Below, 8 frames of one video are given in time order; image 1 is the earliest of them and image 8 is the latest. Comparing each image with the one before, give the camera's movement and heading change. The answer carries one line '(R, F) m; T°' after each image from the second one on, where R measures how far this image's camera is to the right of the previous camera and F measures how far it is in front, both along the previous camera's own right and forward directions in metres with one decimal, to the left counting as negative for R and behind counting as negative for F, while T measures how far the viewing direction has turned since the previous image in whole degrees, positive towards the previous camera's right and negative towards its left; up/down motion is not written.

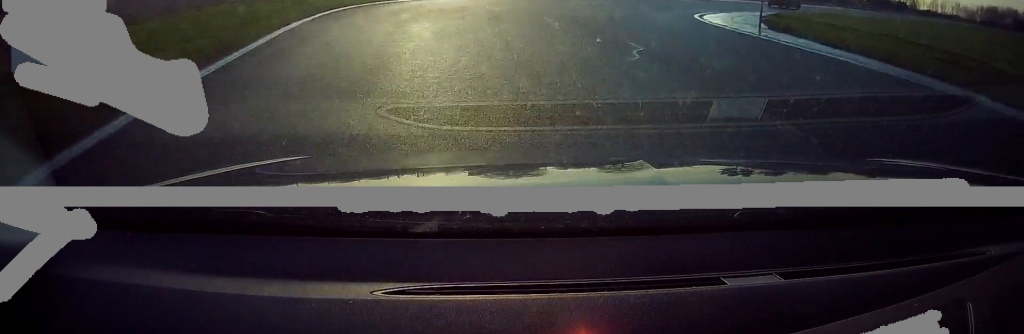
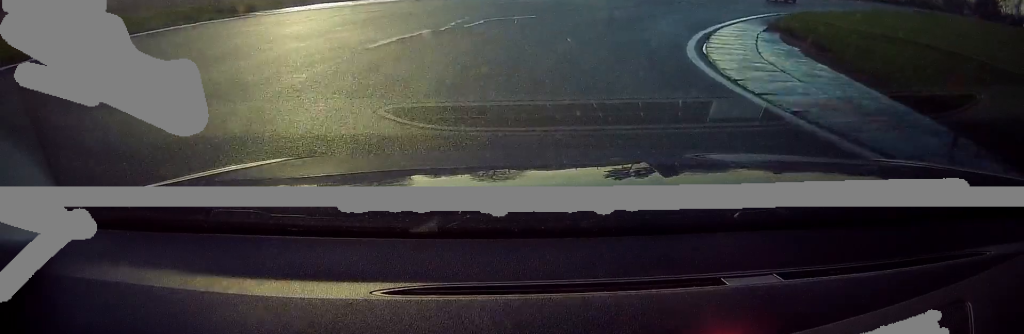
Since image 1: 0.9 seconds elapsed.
(+1.1, +13.8) m; +10°
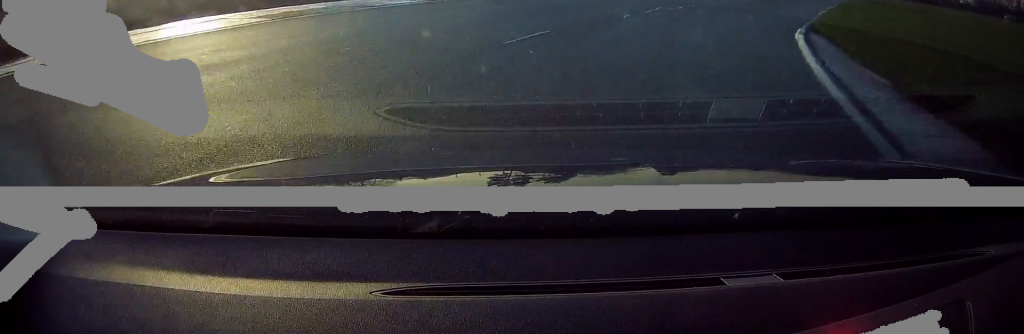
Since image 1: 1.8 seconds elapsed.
(+1.5, +13.5) m; +10°
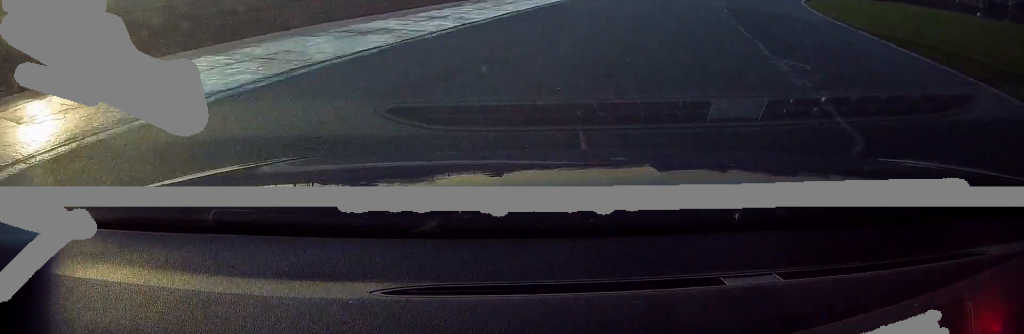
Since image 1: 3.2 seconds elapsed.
(+3.3, +22.5) m; +17°
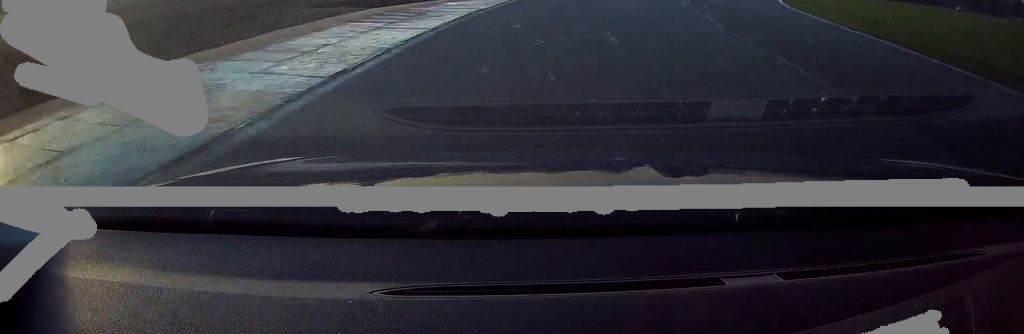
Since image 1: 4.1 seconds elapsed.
(+1.5, +14.9) m; +11°
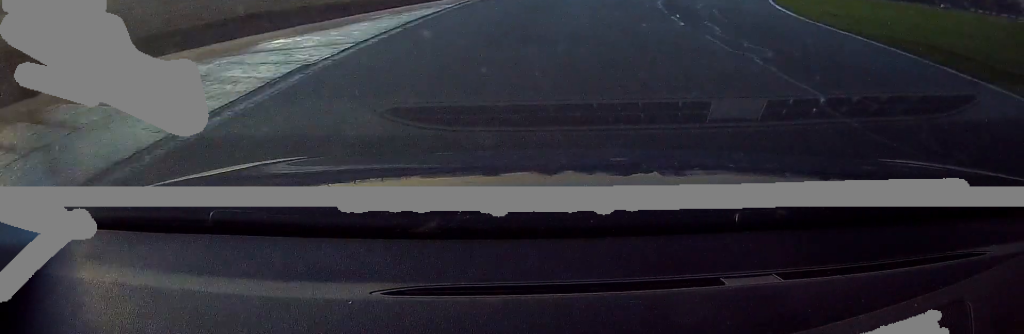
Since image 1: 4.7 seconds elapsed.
(+0.6, +9.0) m; +6°
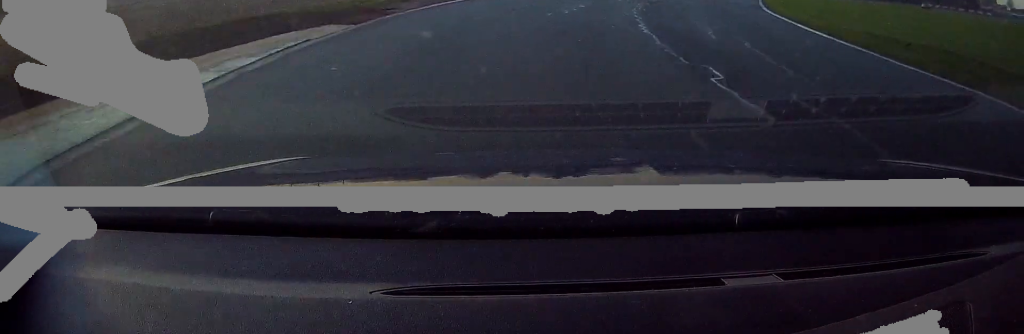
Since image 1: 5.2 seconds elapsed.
(+0.4, +8.8) m; +5°
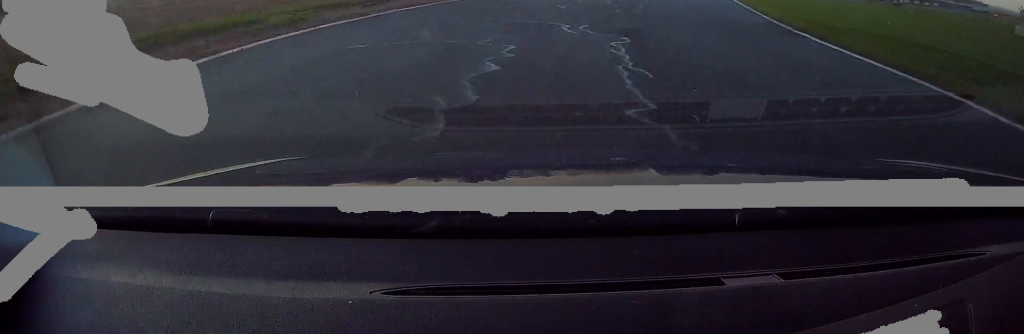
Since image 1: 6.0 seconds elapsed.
(+0.7, +12.1) m; +7°
